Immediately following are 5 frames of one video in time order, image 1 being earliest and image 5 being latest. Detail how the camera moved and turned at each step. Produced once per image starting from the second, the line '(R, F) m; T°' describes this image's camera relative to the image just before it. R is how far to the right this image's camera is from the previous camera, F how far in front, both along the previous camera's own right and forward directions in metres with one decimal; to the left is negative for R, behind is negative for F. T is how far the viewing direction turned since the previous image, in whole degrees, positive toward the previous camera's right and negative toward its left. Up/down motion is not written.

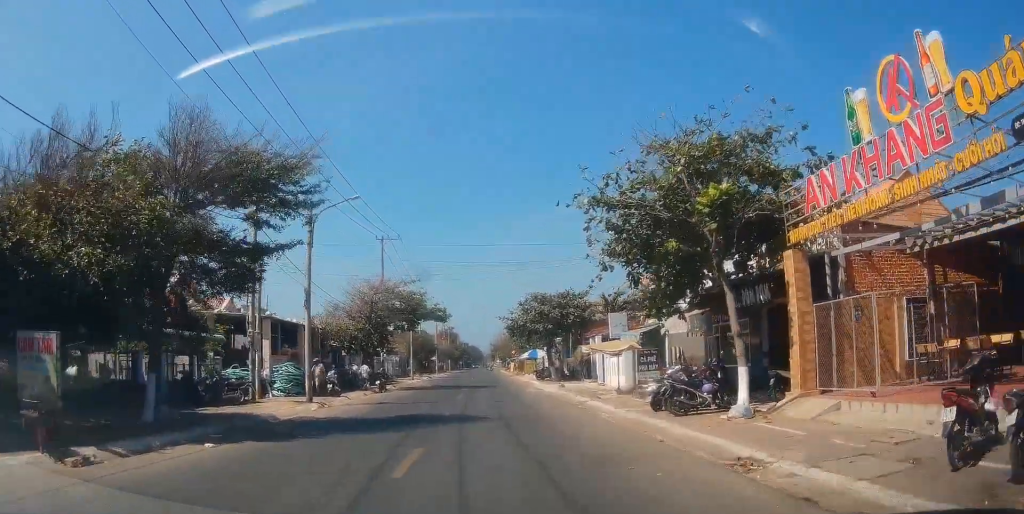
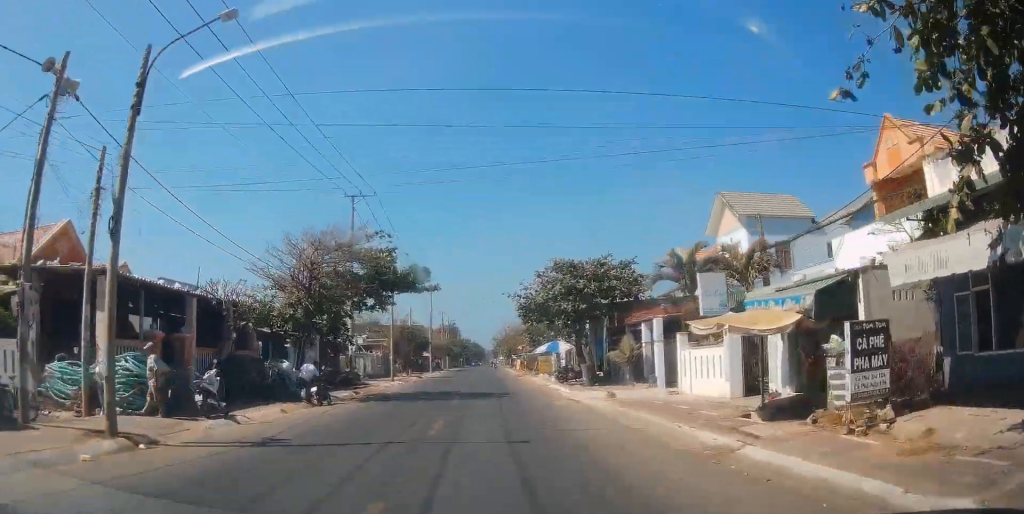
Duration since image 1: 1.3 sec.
(+1.0, +13.1) m; +5°
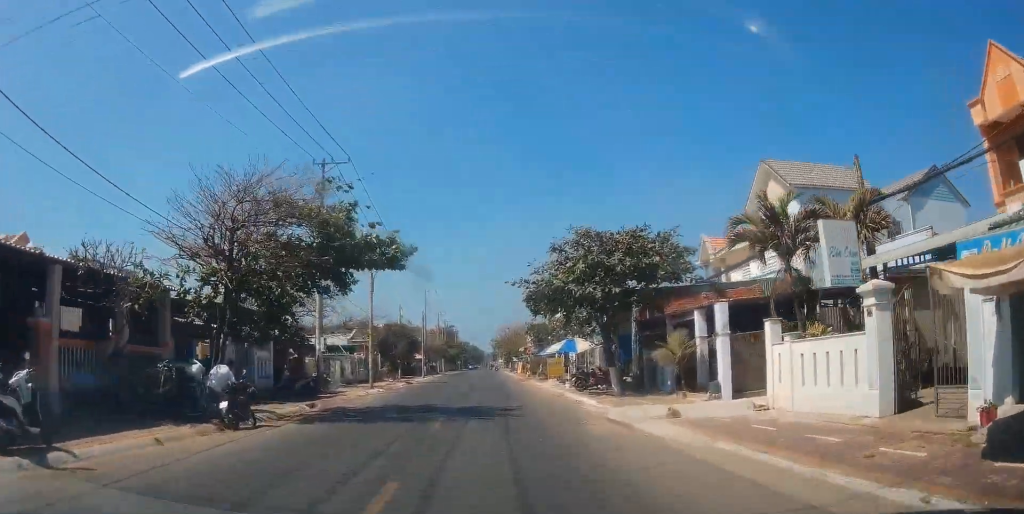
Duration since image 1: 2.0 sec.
(0.0, +7.6) m; -2°
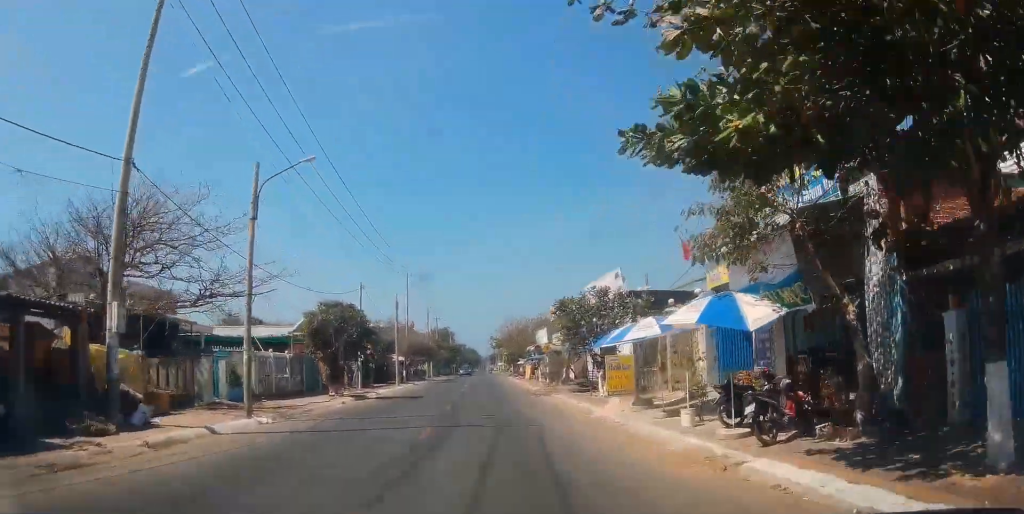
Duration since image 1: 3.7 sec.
(-1.1, +19.0) m; -1°
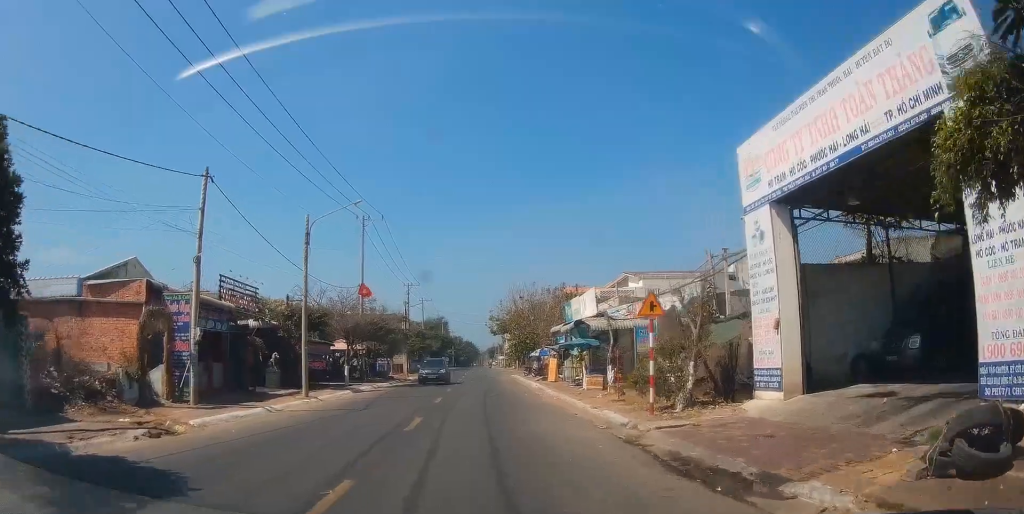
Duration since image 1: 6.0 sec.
(+0.8, +25.9) m; 0°
